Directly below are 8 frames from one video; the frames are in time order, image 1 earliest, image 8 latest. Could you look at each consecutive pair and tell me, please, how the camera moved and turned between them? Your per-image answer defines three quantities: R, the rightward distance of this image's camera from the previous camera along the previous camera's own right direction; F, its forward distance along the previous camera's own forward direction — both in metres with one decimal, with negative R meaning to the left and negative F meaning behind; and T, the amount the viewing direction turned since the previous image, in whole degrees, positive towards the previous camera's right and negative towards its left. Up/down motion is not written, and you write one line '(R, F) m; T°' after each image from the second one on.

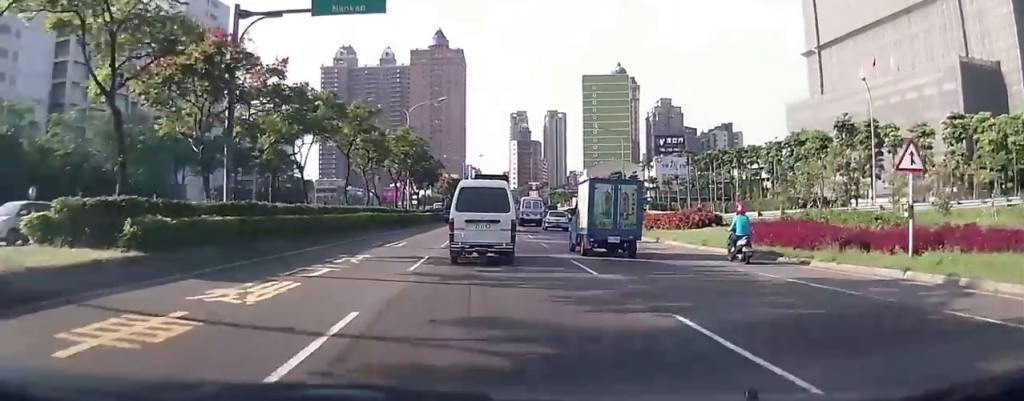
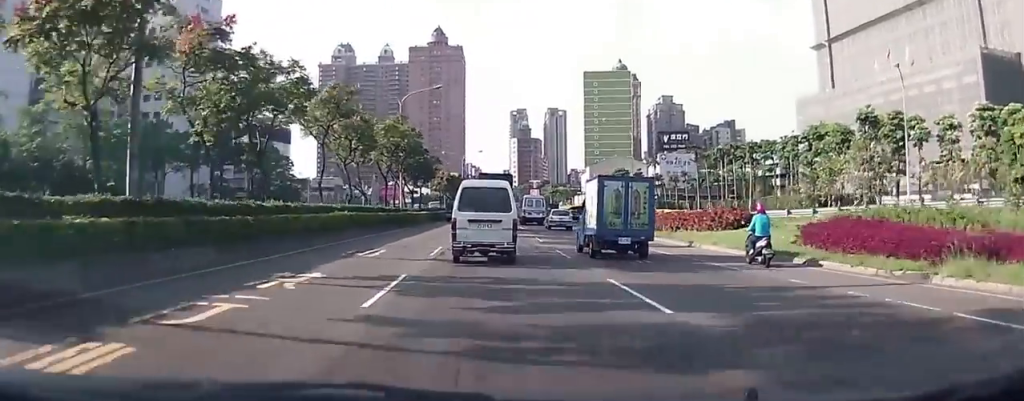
(0.0, +5.1) m; 0°
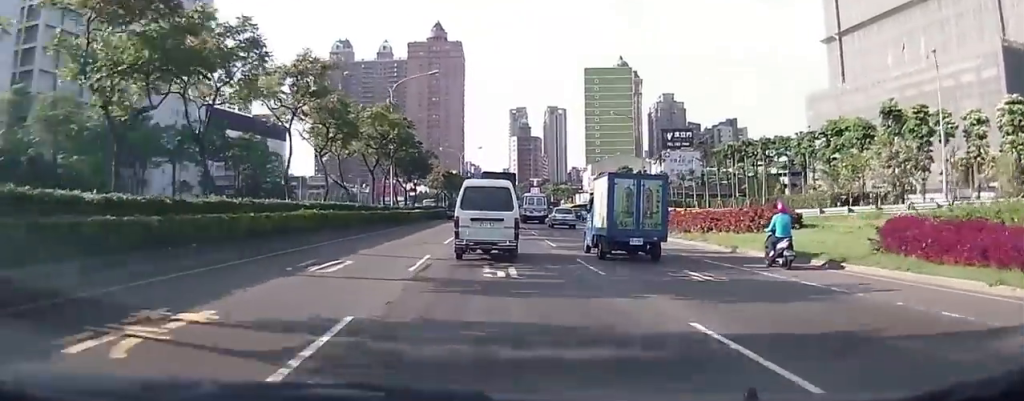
(0.0, +4.7) m; 0°
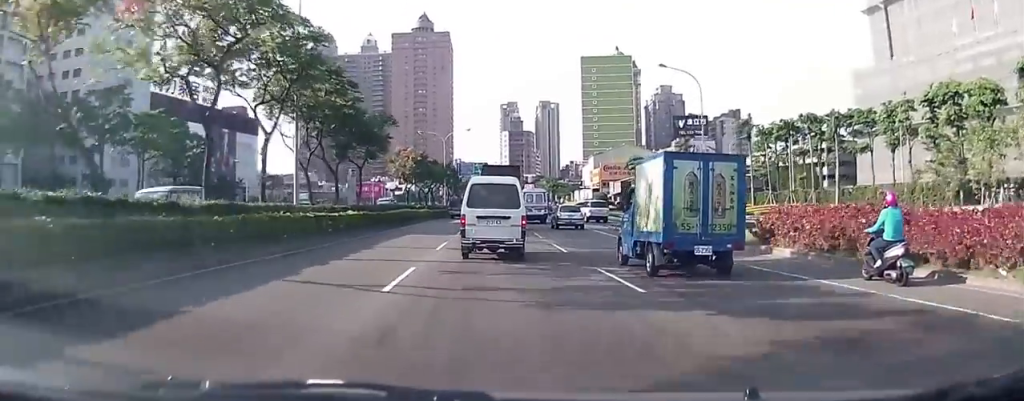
(-0.3, +22.9) m; -1°
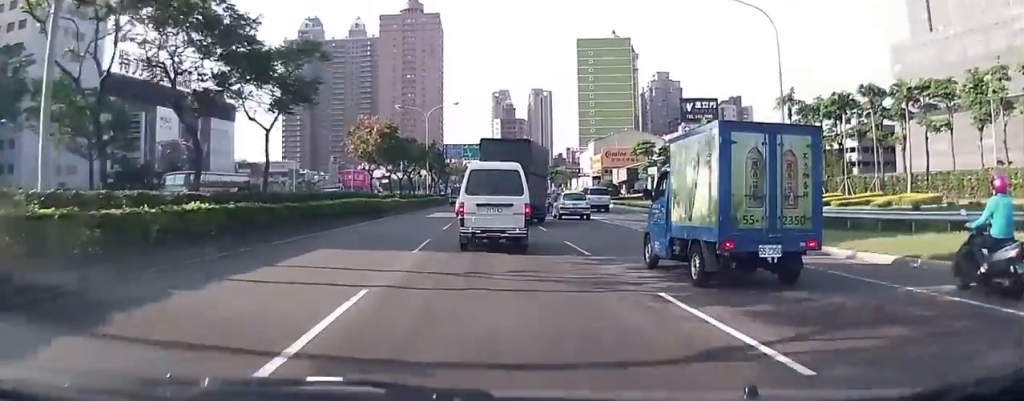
(0.0, +16.1) m; +2°
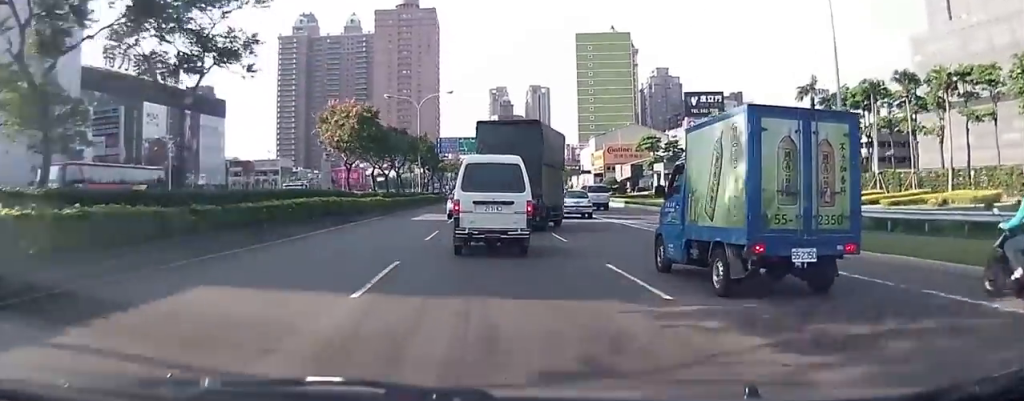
(+0.3, +7.8) m; +1°
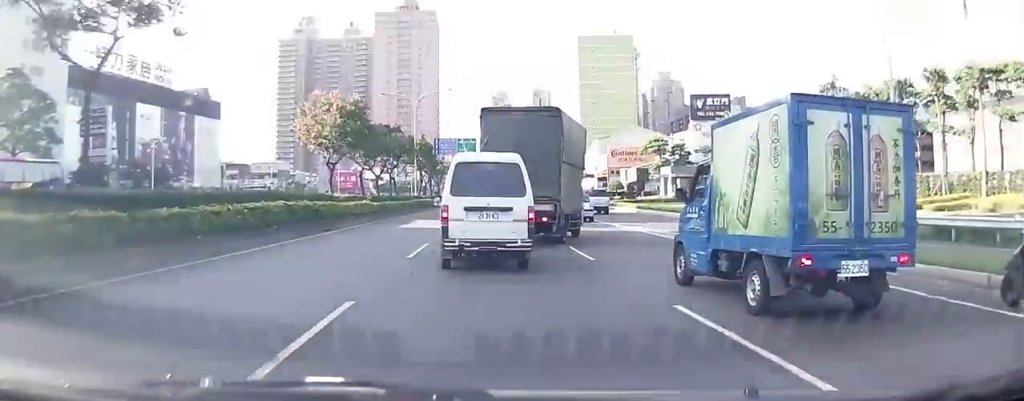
(+0.1, +6.3) m; 0°
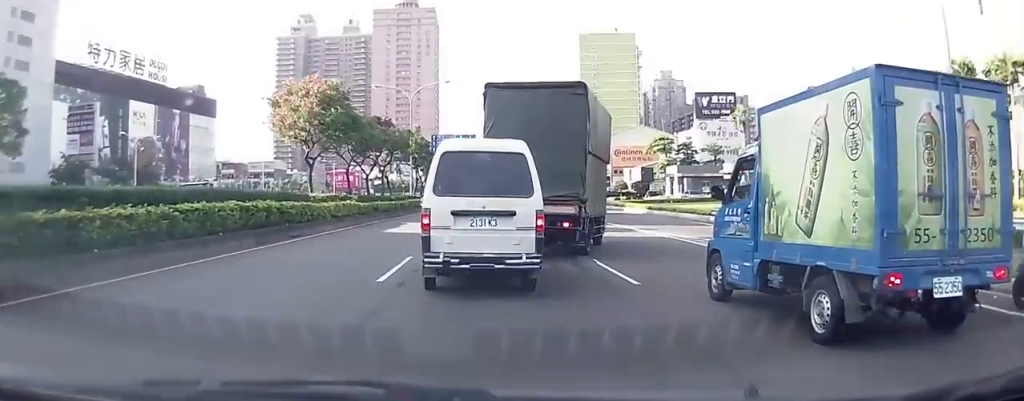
(-0.2, +6.2) m; -1°
